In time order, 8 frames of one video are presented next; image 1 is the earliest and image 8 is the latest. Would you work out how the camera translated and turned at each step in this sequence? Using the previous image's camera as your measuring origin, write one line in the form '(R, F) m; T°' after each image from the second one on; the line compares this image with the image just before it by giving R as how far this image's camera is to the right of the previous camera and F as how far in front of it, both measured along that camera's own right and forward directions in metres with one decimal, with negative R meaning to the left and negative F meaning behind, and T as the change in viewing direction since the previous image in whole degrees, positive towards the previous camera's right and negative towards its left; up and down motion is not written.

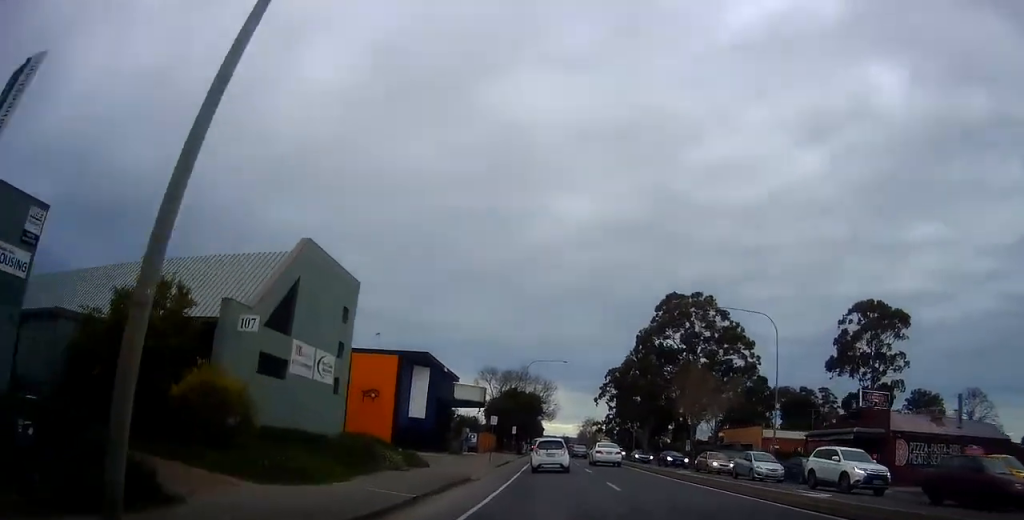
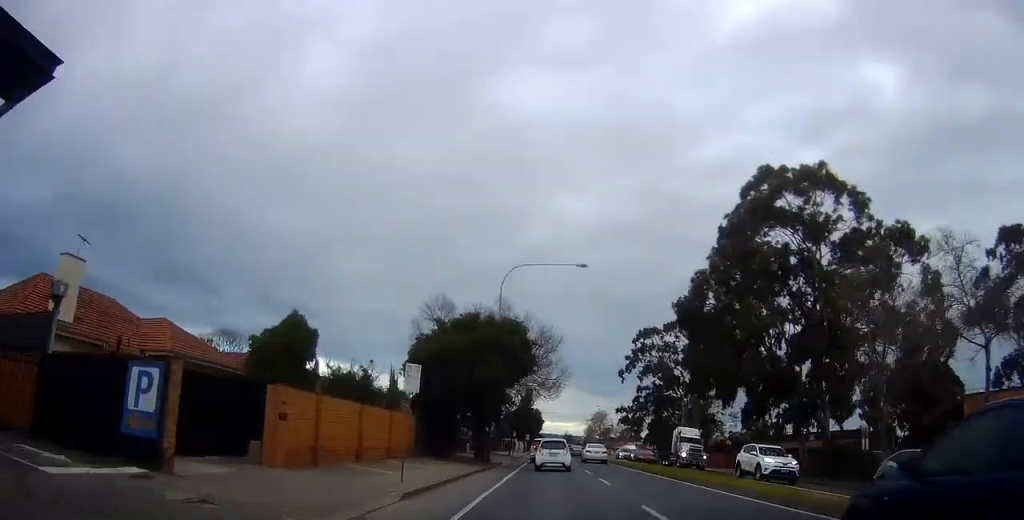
(+0.8, +40.8) m; +2°
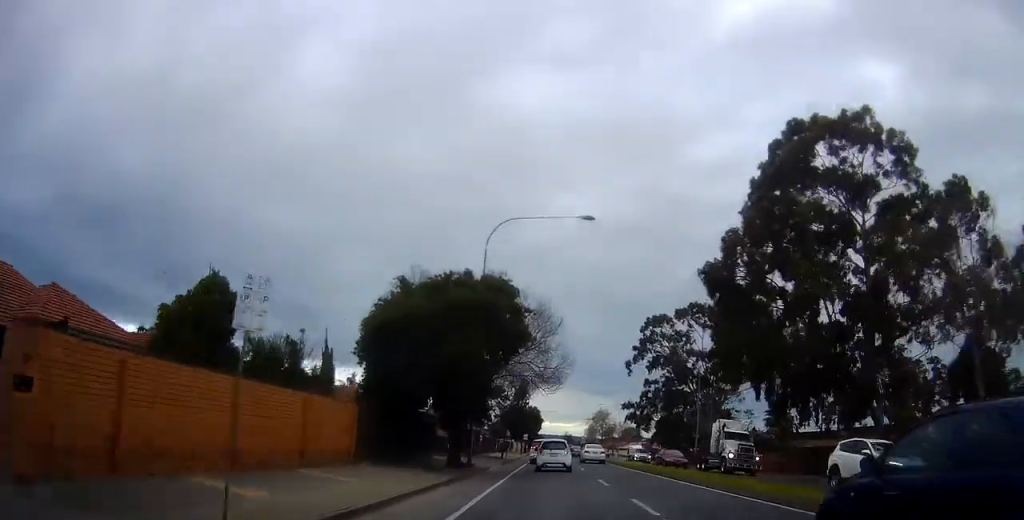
(-0.2, +8.0) m; 0°
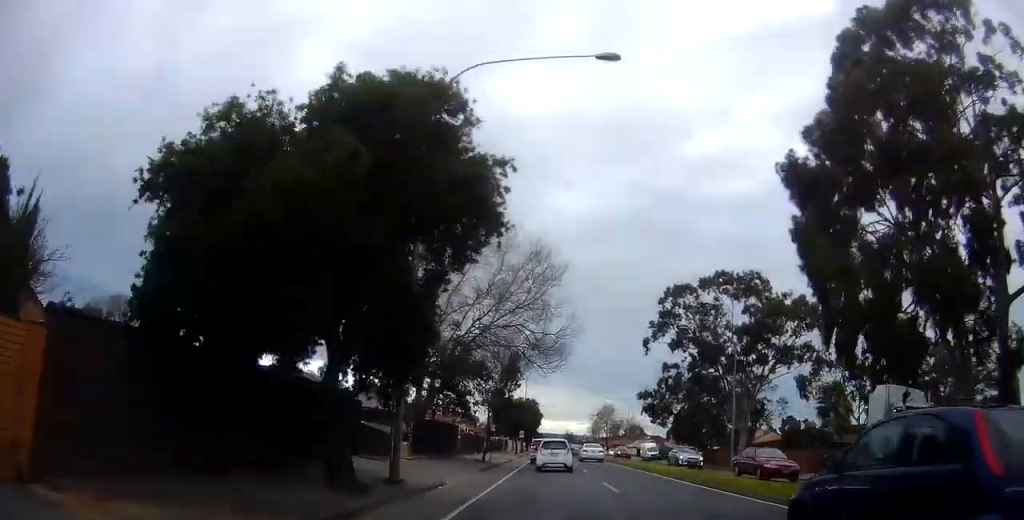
(+0.1, +13.2) m; -1°
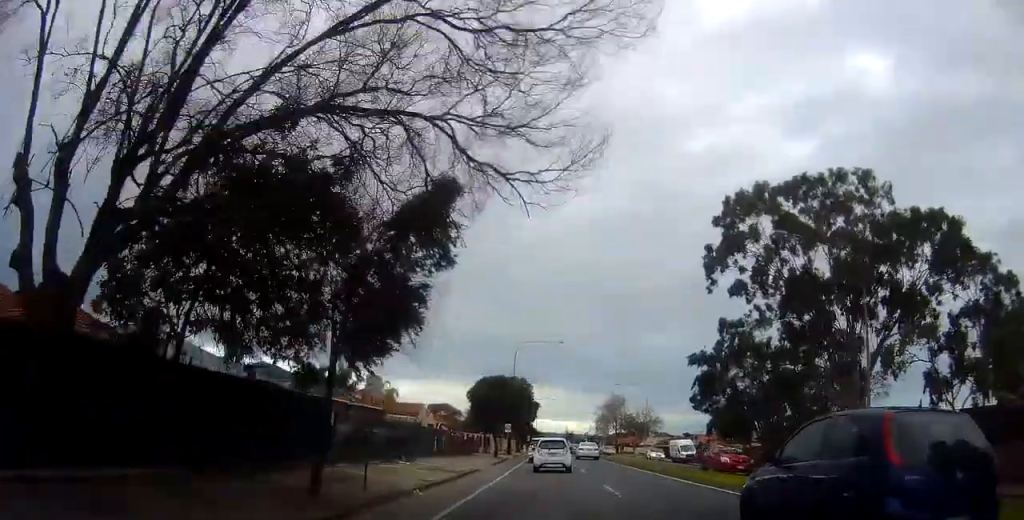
(-0.8, +24.4) m; -1°
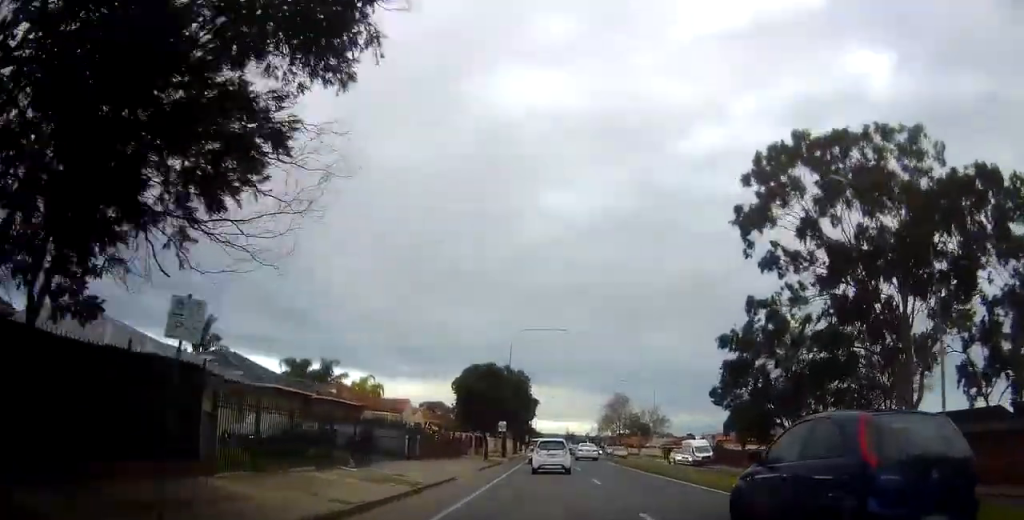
(+0.4, +6.9) m; +1°
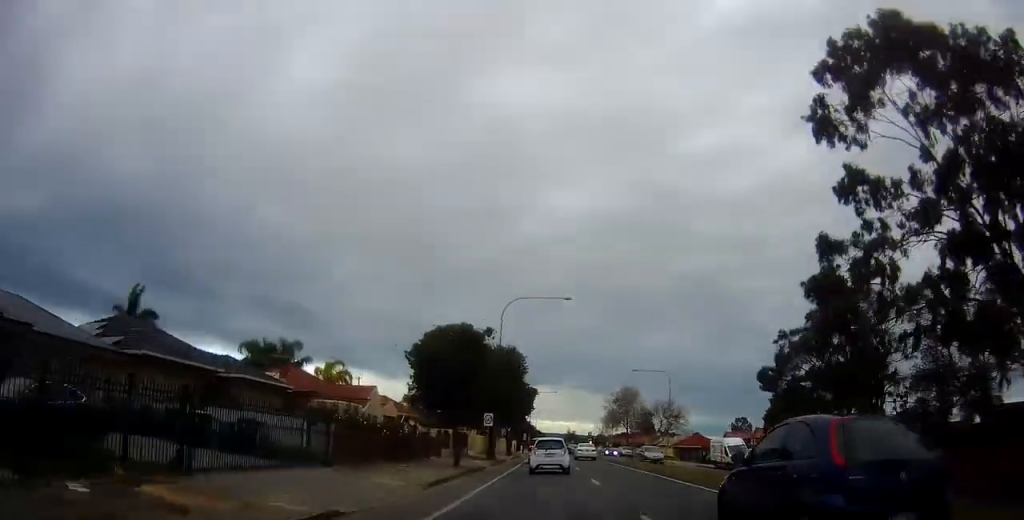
(+0.3, +11.6) m; +1°
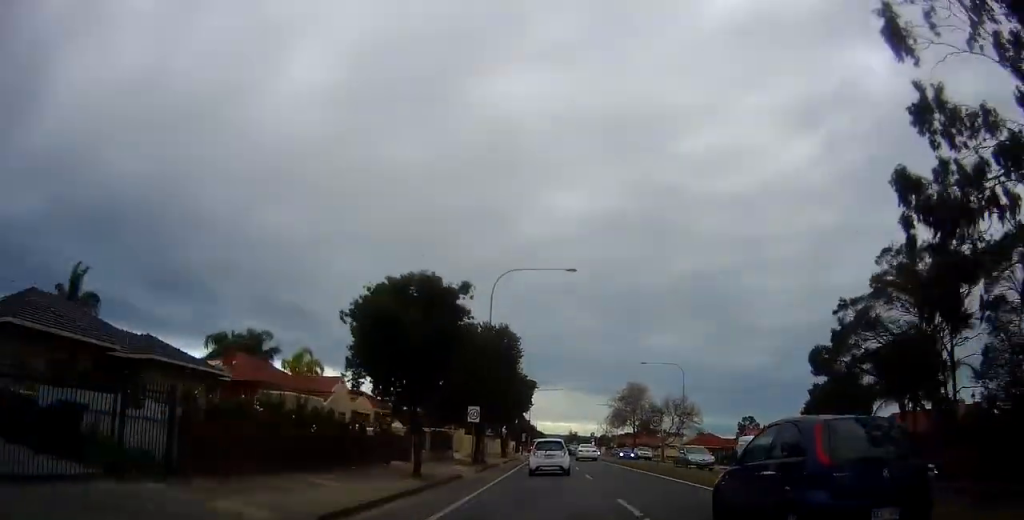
(-0.2, +8.0) m; 0°
